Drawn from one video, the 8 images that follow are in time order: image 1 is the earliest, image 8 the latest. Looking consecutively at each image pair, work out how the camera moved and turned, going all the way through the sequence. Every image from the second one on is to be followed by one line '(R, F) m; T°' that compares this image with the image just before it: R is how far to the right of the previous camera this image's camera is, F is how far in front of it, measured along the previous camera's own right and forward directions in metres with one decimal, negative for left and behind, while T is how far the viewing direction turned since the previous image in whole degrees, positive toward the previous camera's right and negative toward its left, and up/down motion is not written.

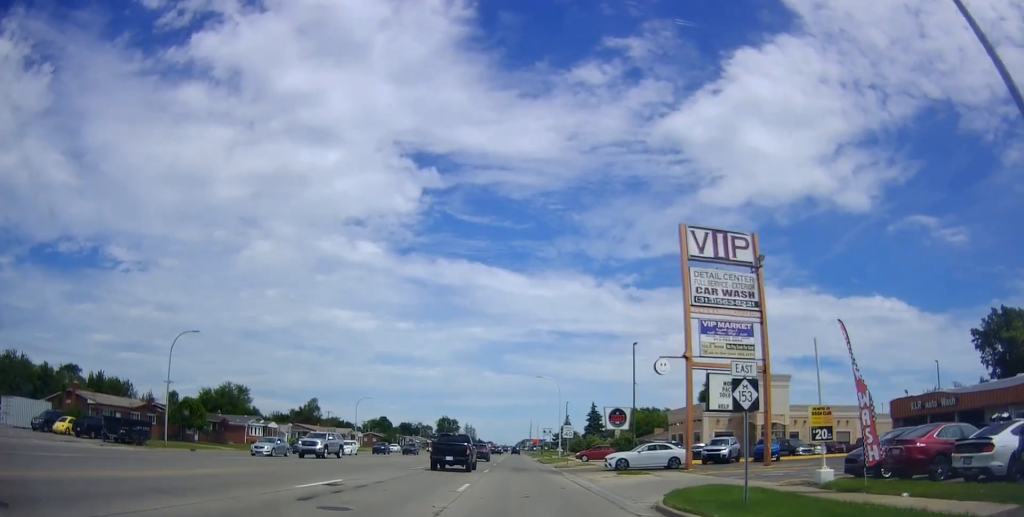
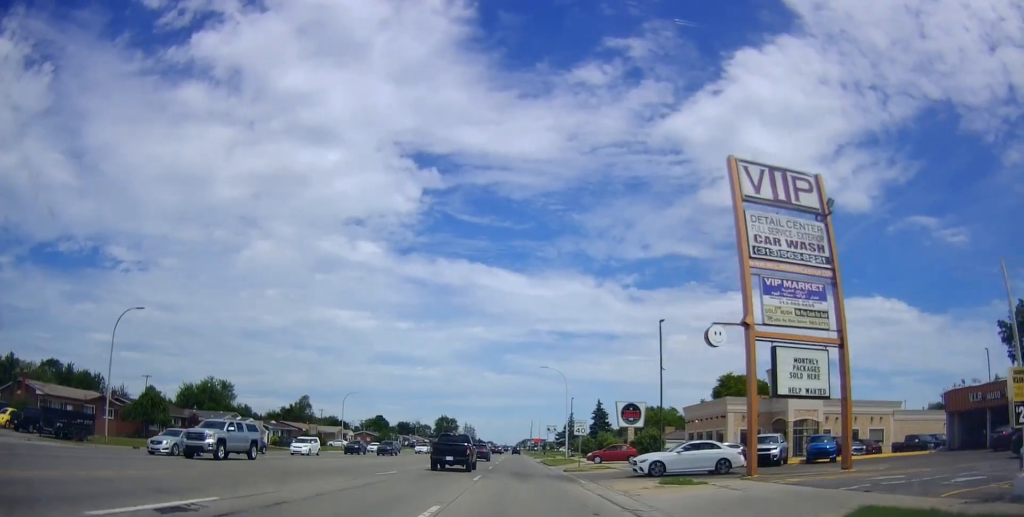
(+0.1, +7.9) m; 0°
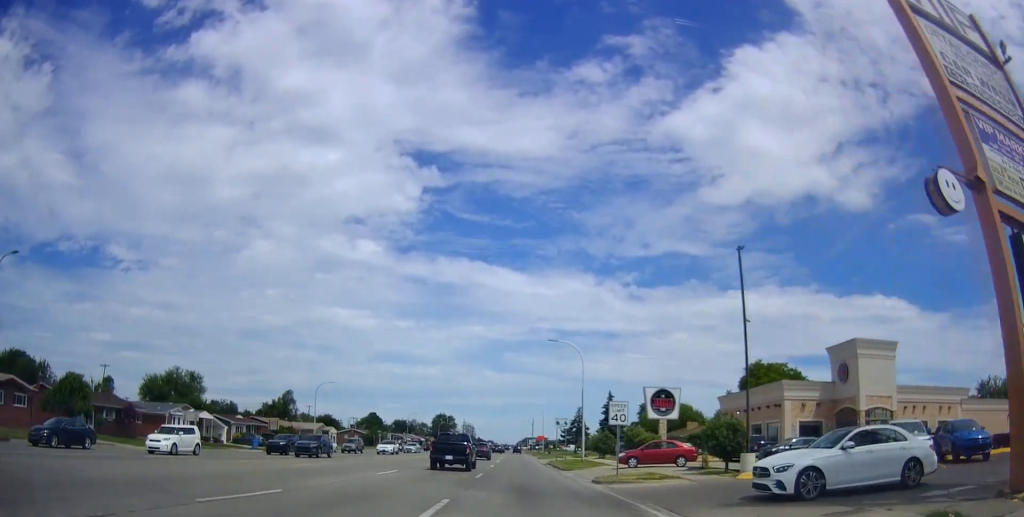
(-0.4, +13.2) m; 0°
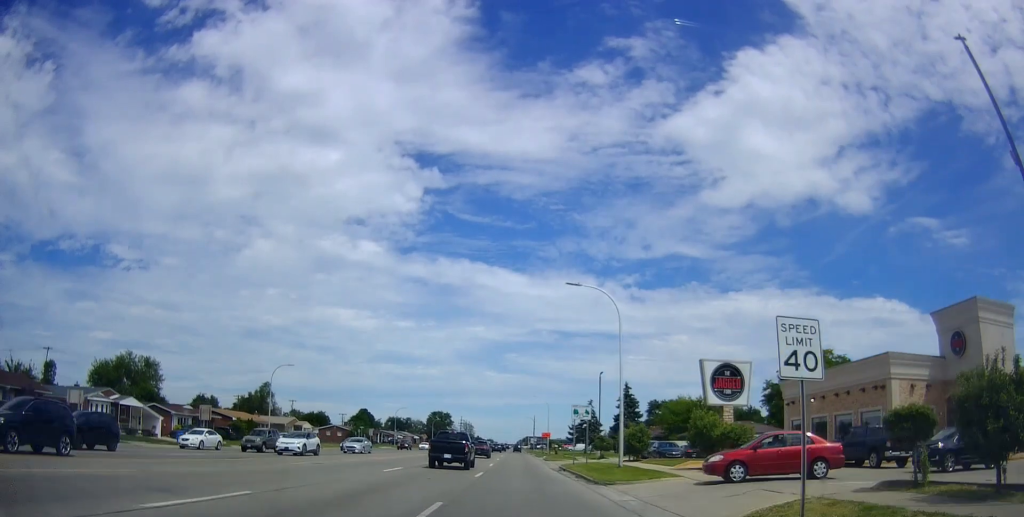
(+0.4, +15.0) m; +1°
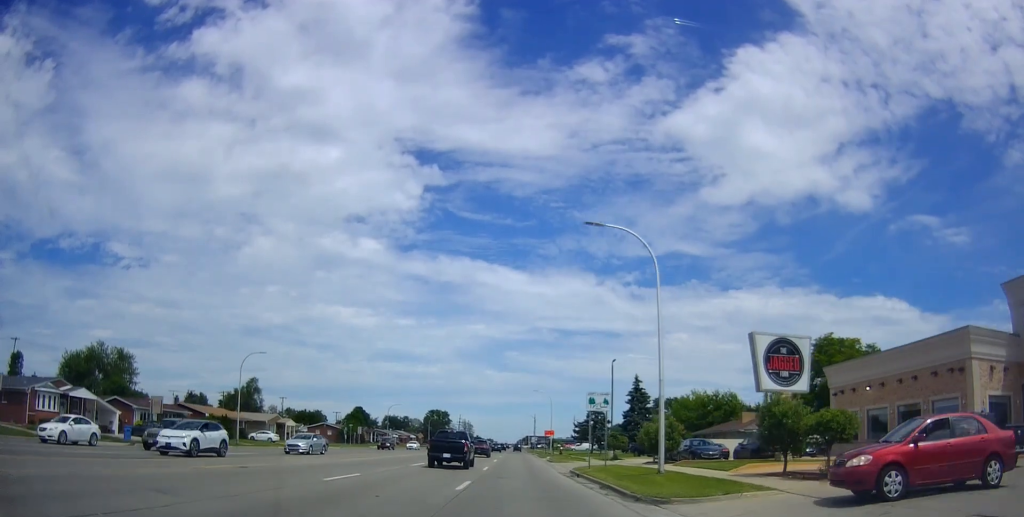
(0.0, +7.6) m; 0°
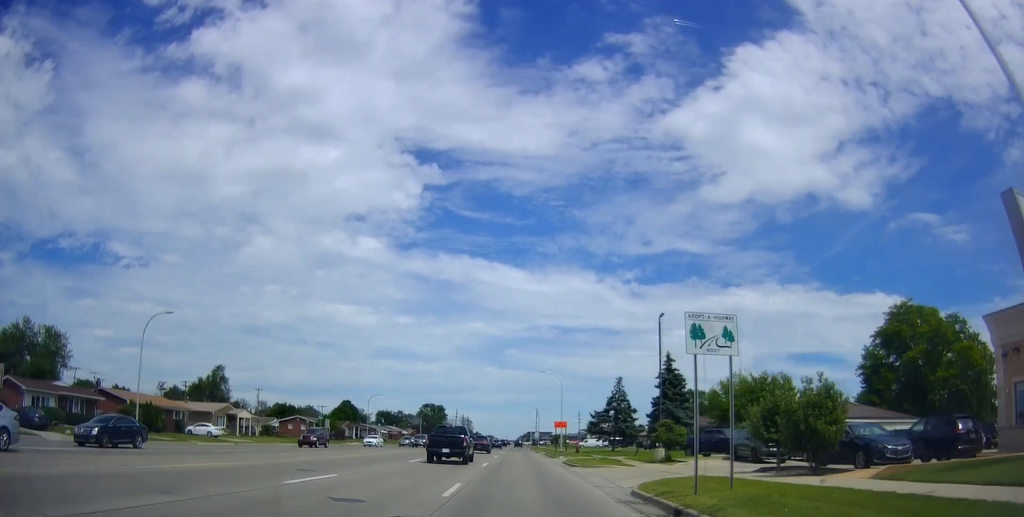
(-0.1, +17.0) m; -2°
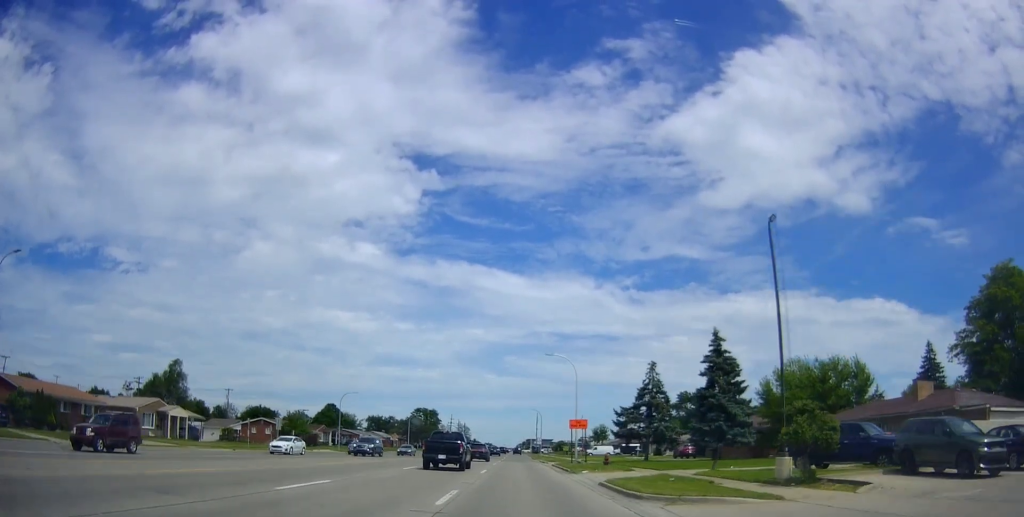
(-0.4, +16.7) m; -1°
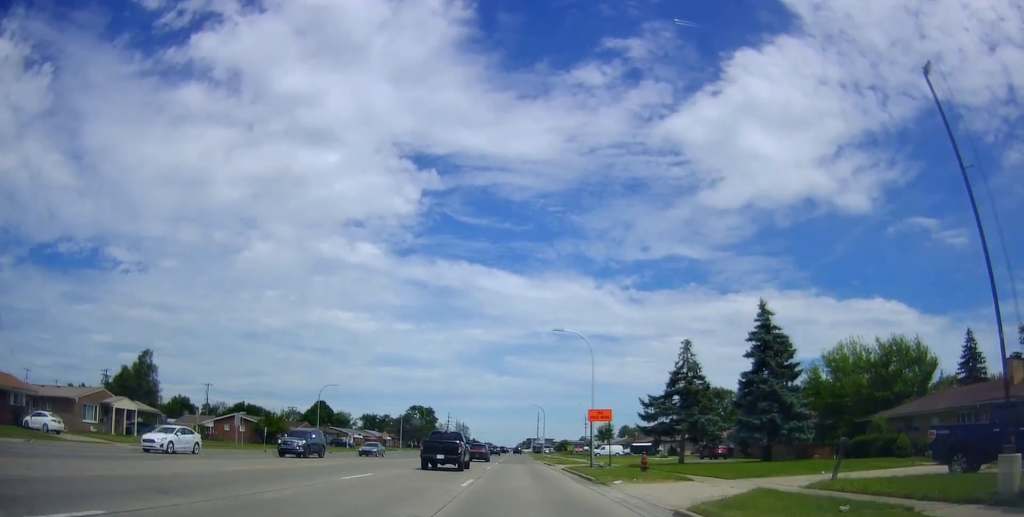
(0.0, +10.3) m; +1°
